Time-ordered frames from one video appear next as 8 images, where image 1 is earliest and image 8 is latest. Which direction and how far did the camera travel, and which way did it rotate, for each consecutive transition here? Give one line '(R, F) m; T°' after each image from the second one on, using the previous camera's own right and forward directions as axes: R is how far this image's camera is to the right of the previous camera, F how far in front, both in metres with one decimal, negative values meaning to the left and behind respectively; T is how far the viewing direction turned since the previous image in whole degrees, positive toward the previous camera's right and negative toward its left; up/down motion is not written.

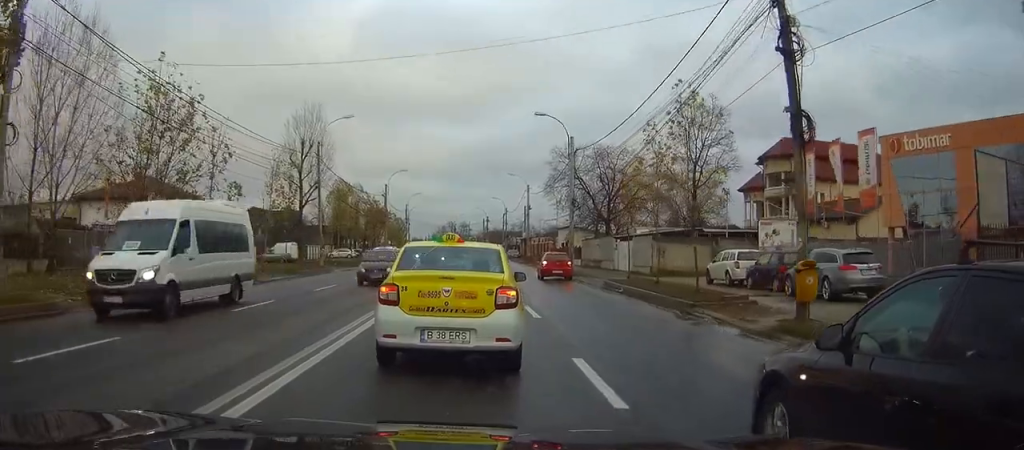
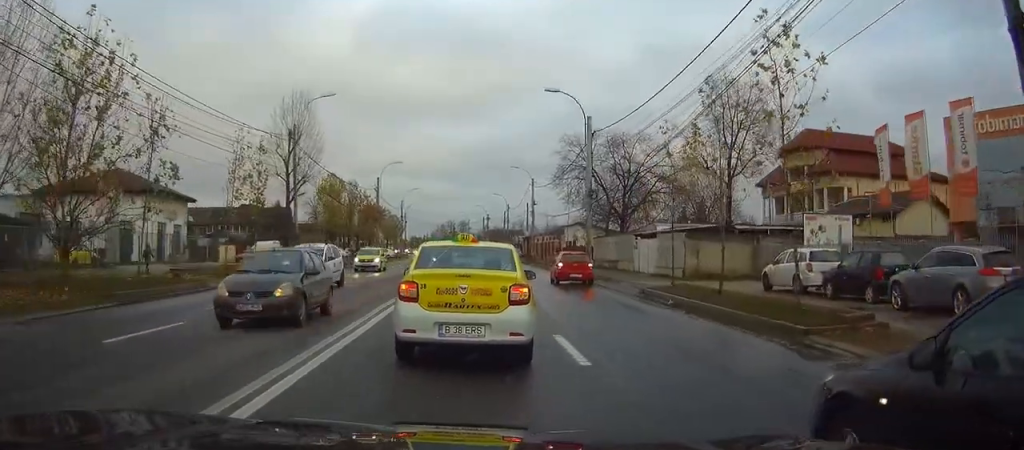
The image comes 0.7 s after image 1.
(-0.1, +6.6) m; -1°
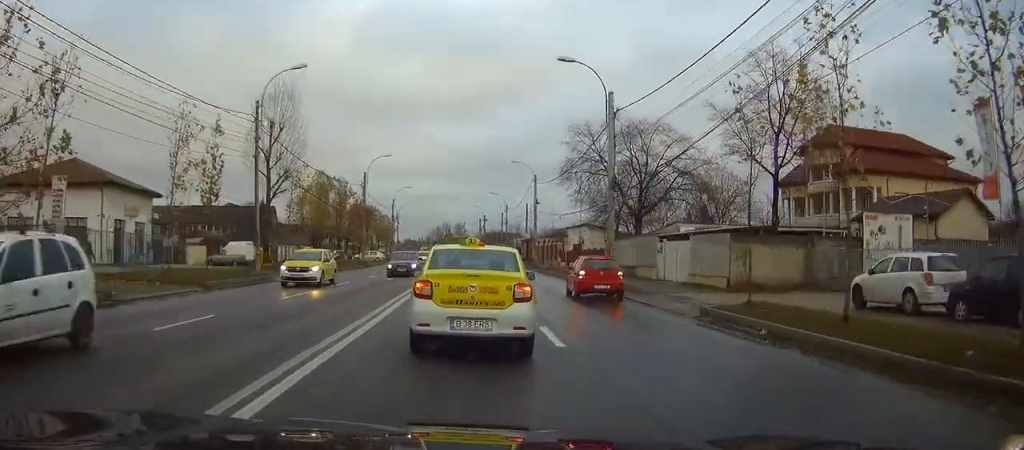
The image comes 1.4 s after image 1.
(0.0, +6.9) m; 0°
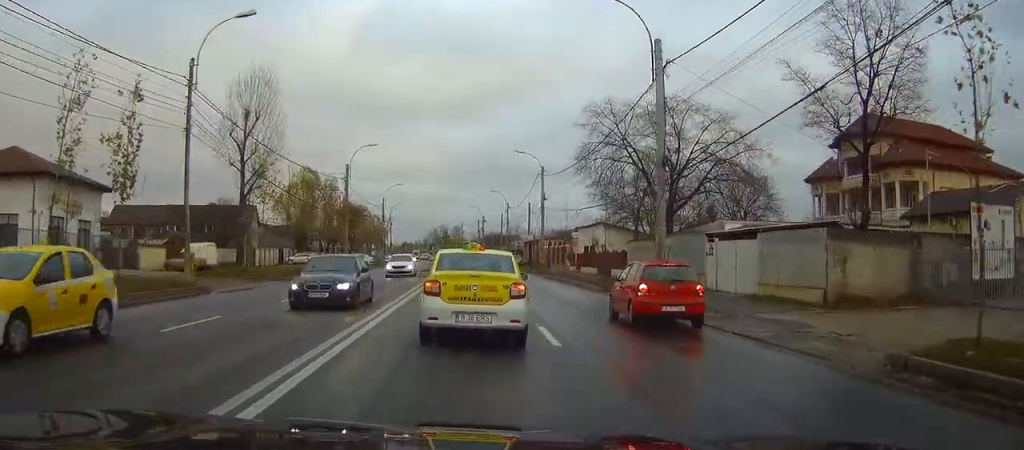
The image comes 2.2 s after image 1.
(0.0, +8.4) m; +1°
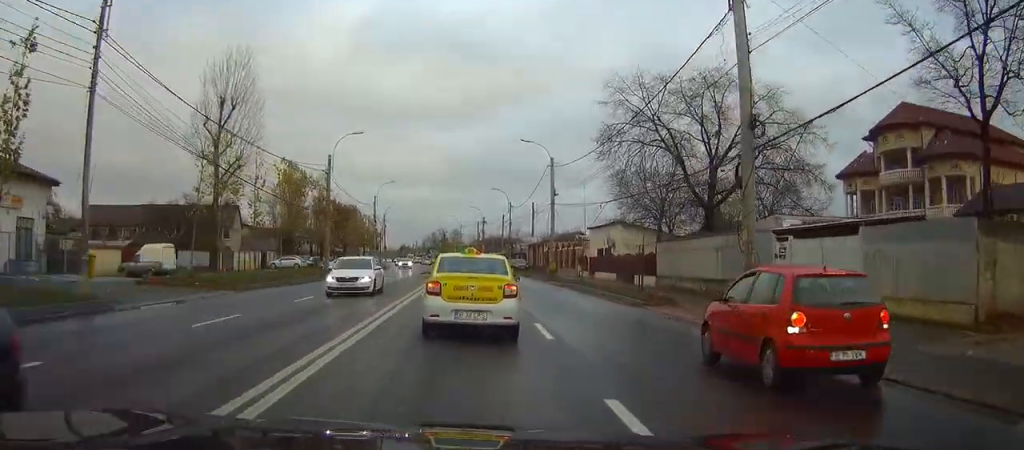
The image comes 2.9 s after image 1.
(0.0, +7.1) m; 0°
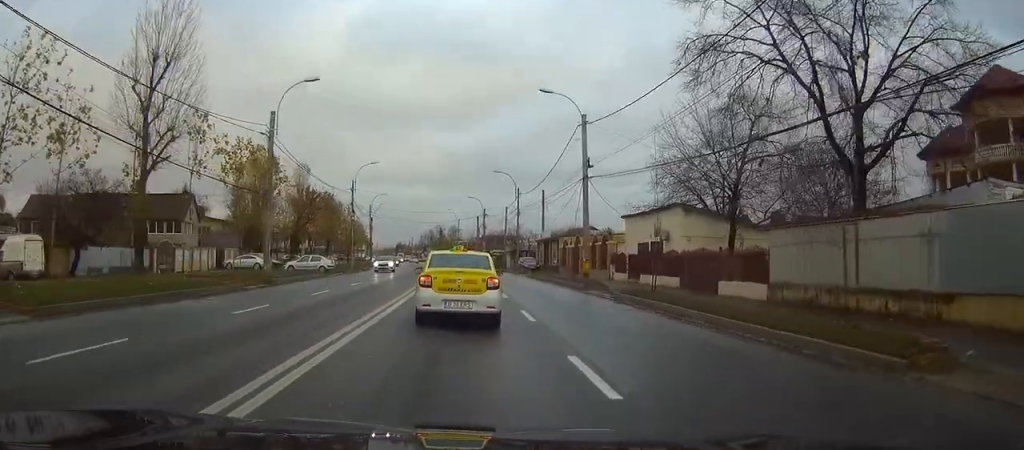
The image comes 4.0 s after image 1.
(0.0, +13.9) m; 0°
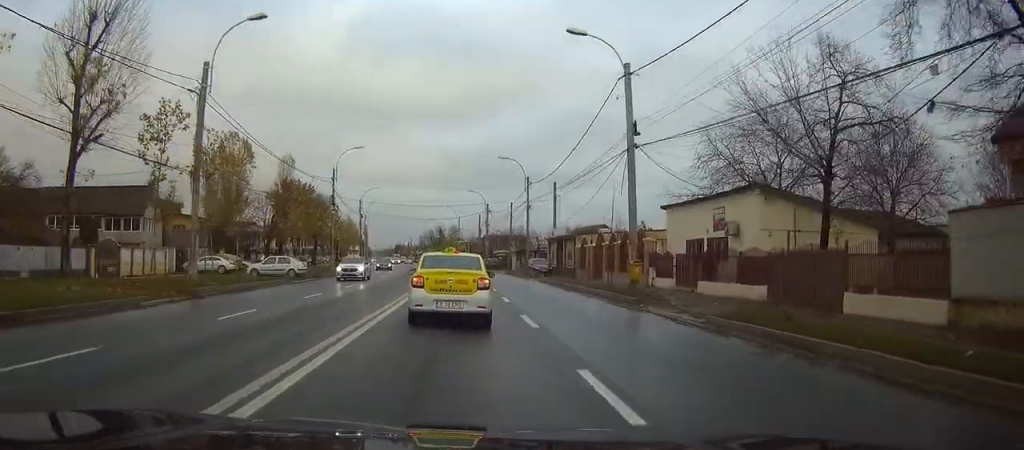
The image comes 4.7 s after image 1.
(0.0, +9.4) m; 0°
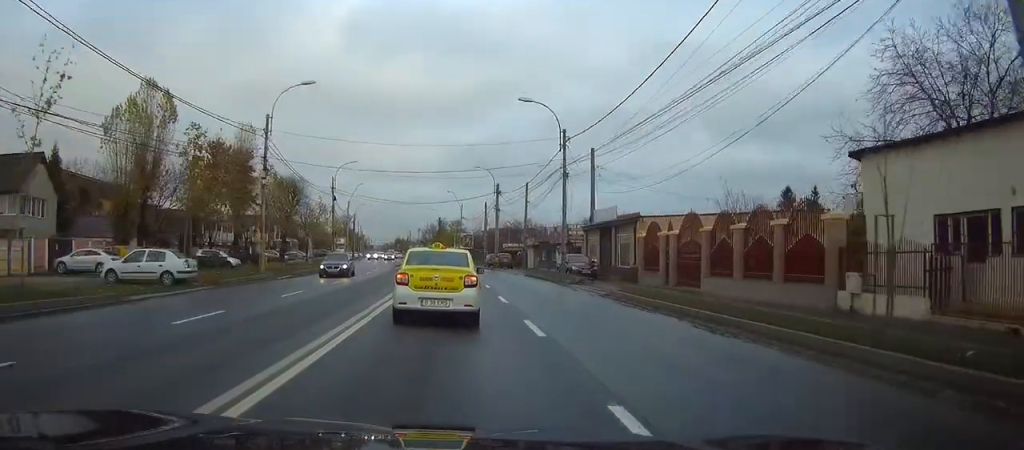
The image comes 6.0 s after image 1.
(-0.1, +19.8) m; 0°
